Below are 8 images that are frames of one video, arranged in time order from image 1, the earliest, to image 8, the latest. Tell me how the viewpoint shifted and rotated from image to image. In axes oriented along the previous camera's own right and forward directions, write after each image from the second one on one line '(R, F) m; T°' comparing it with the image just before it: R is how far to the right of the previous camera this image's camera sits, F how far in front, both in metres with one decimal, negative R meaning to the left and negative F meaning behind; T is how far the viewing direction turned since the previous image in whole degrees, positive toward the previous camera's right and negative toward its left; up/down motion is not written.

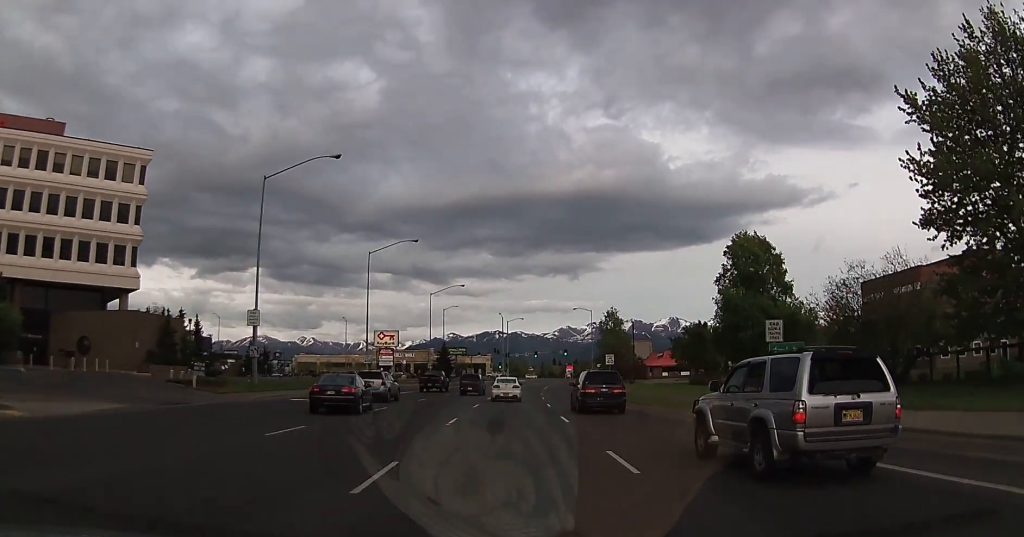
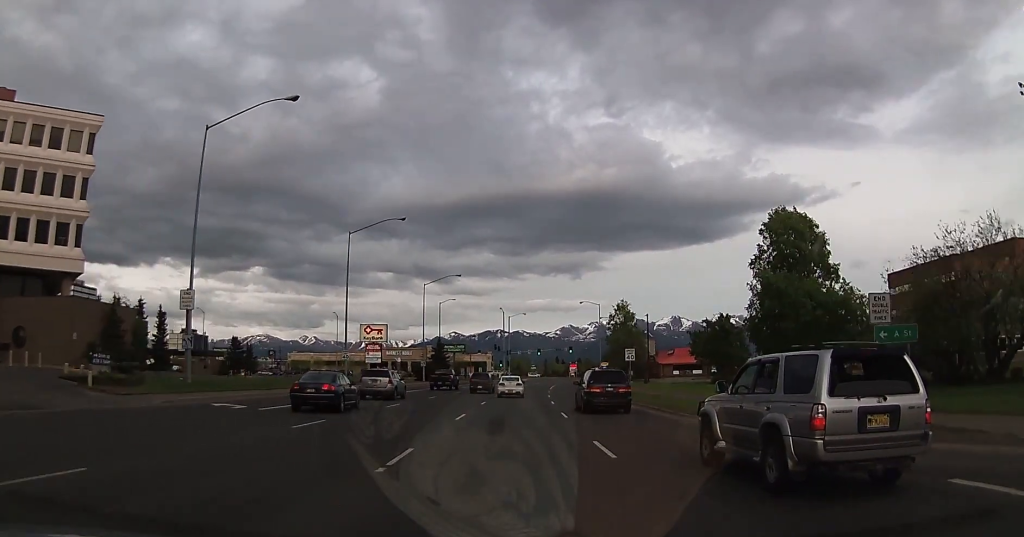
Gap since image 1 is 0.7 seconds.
(-0.4, +9.4) m; -2°
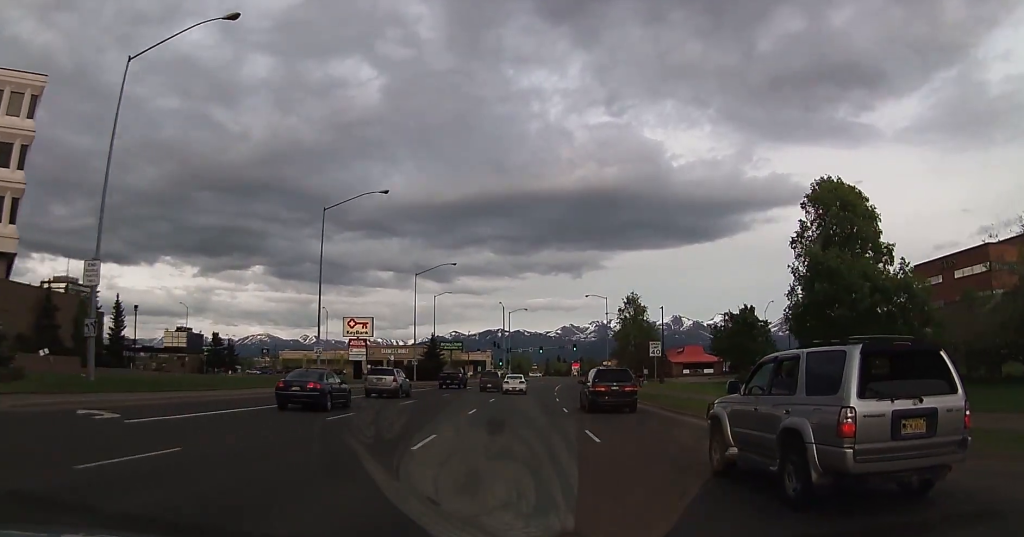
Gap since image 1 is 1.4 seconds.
(-0.1, +8.6) m; 0°
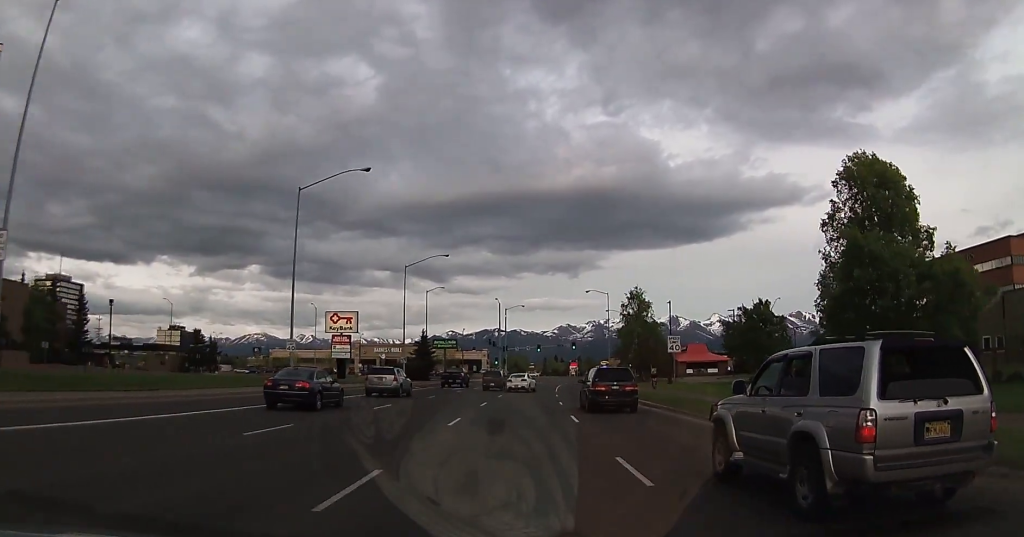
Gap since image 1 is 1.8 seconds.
(-0.1, +5.6) m; +1°
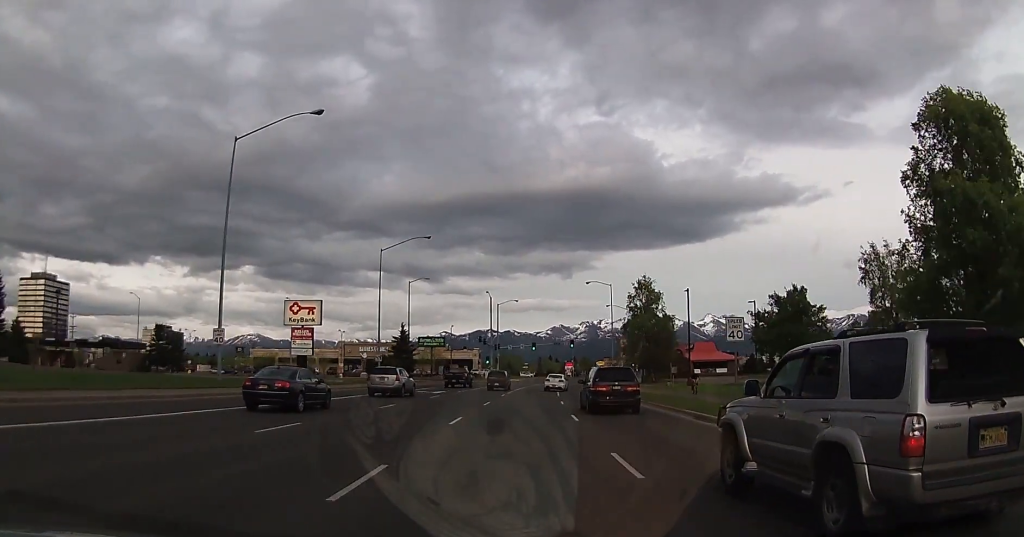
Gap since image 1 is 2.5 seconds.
(+0.2, +10.8) m; 0°
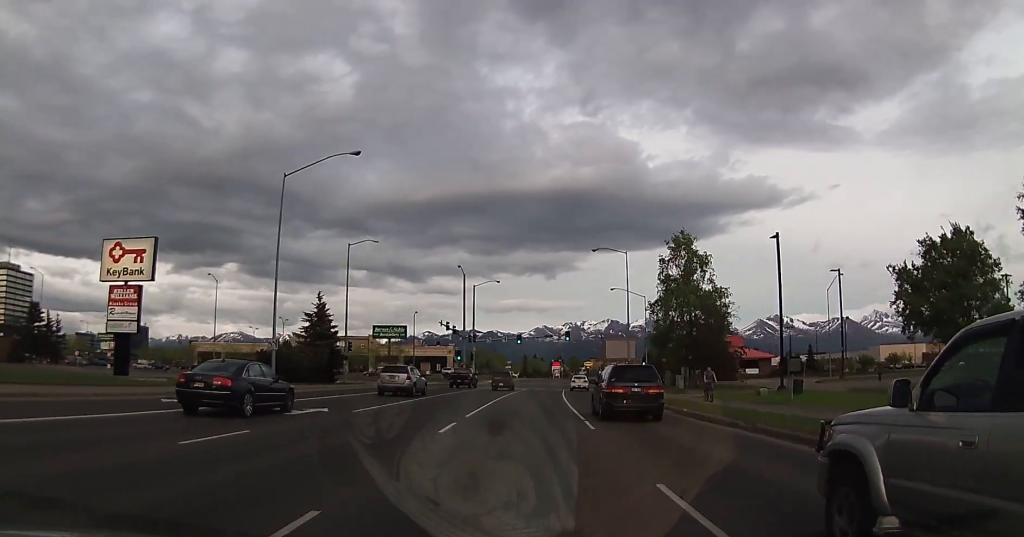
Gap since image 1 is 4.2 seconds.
(-0.2, +26.6) m; 0°
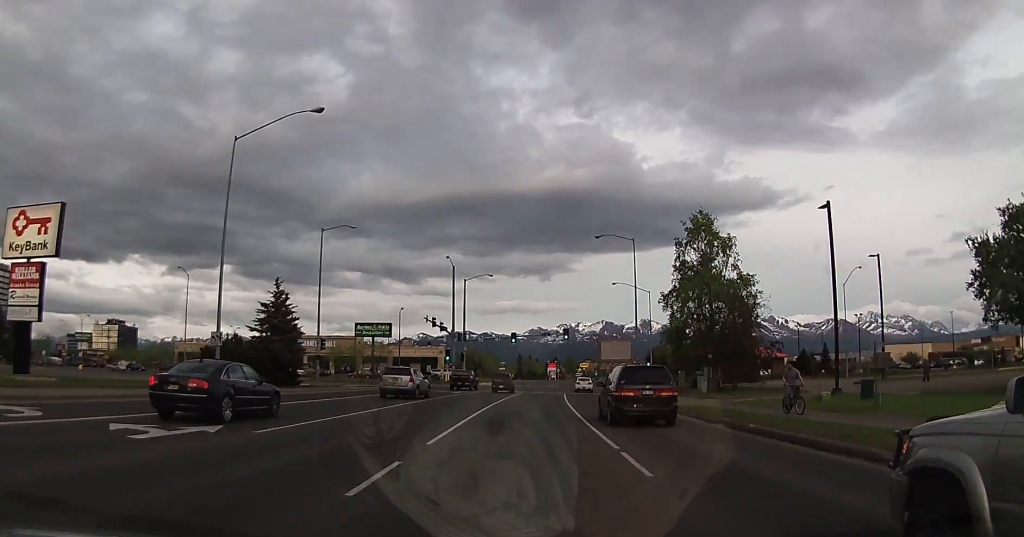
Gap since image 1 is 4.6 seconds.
(+0.2, +7.9) m; 0°
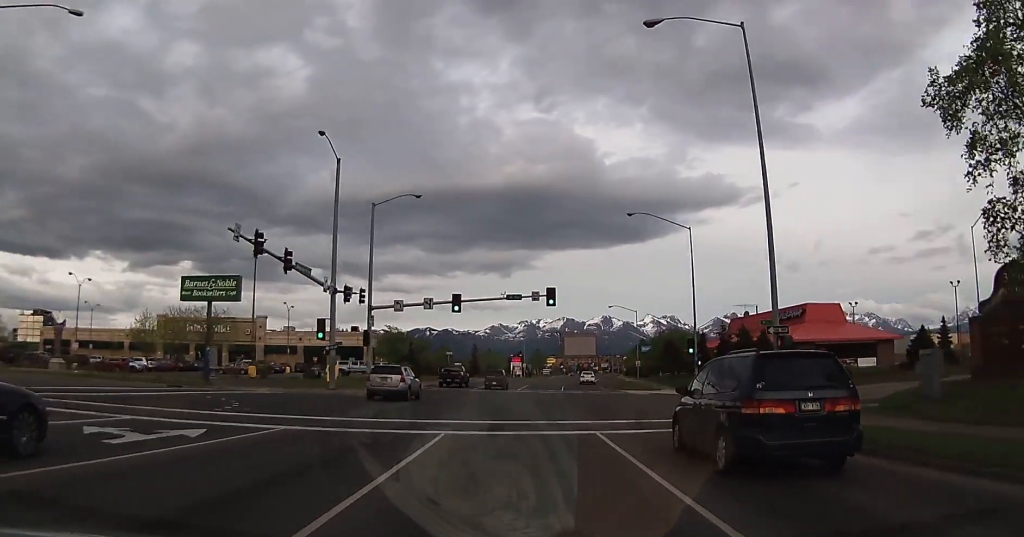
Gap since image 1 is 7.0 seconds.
(+1.2, +41.5) m; +3°
